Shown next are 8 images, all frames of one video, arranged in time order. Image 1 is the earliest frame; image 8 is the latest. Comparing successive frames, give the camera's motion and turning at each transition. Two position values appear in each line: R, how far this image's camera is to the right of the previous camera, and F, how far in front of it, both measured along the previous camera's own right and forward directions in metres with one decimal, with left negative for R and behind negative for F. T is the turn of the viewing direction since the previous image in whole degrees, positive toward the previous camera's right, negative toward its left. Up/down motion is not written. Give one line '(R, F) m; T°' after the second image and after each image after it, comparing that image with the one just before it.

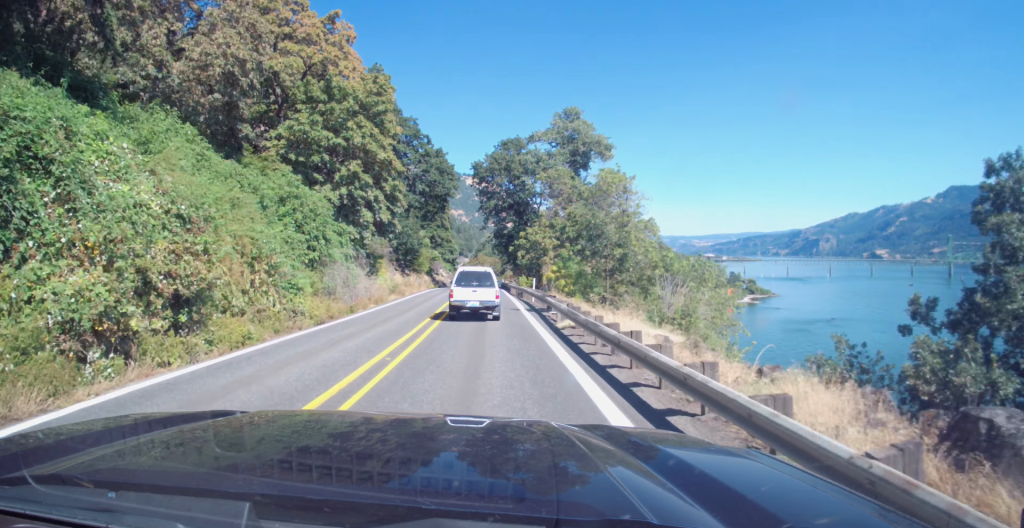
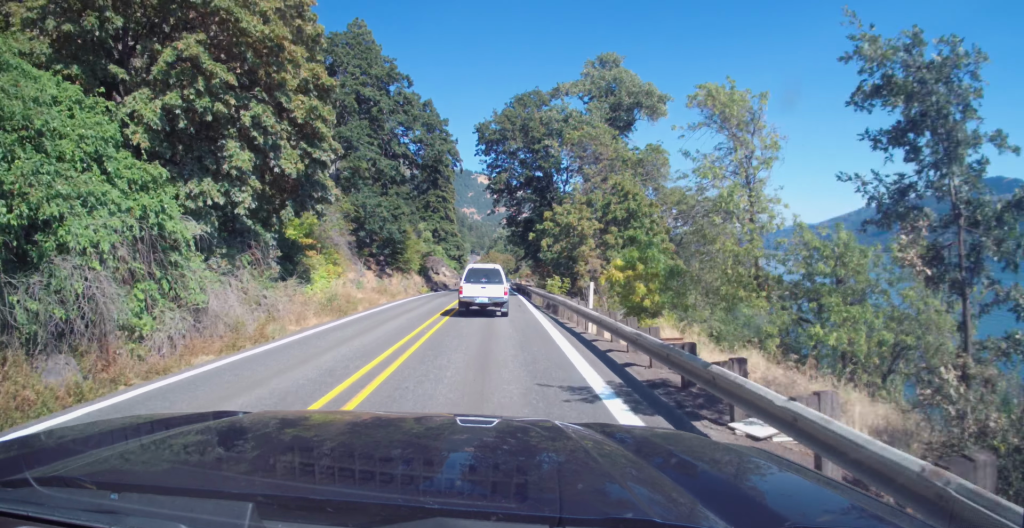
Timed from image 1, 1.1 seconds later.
(-0.1, +19.2) m; 0°
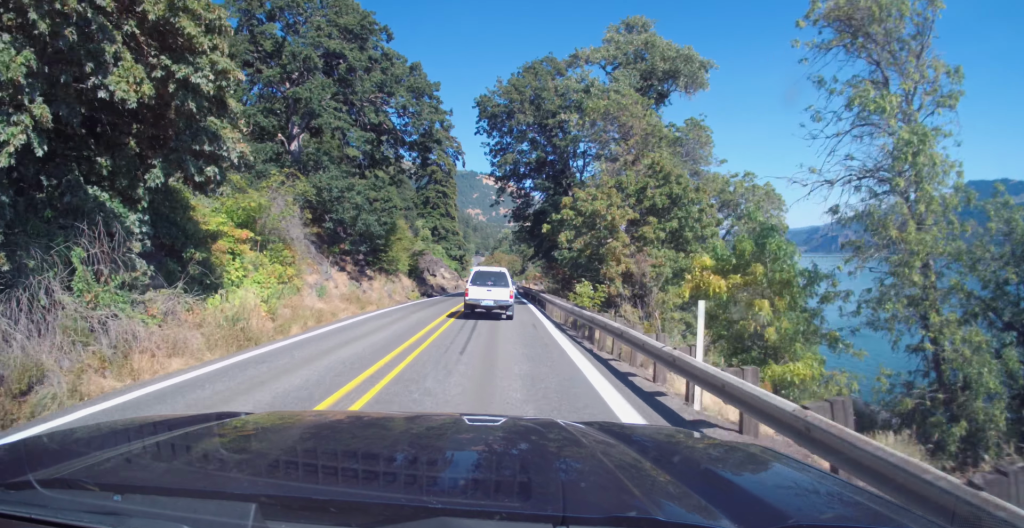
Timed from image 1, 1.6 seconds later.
(0.0, +9.7) m; 0°
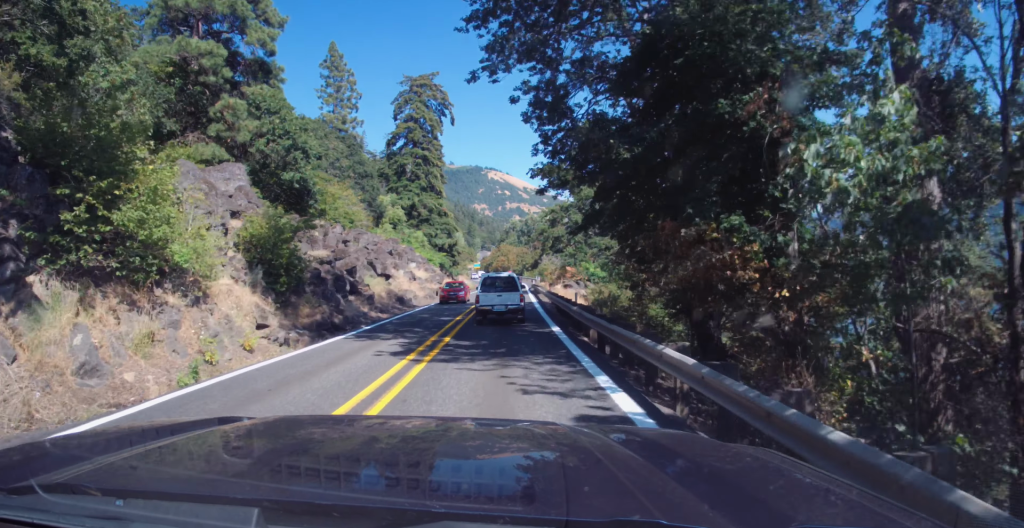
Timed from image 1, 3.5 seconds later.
(-0.1, +33.7) m; -1°
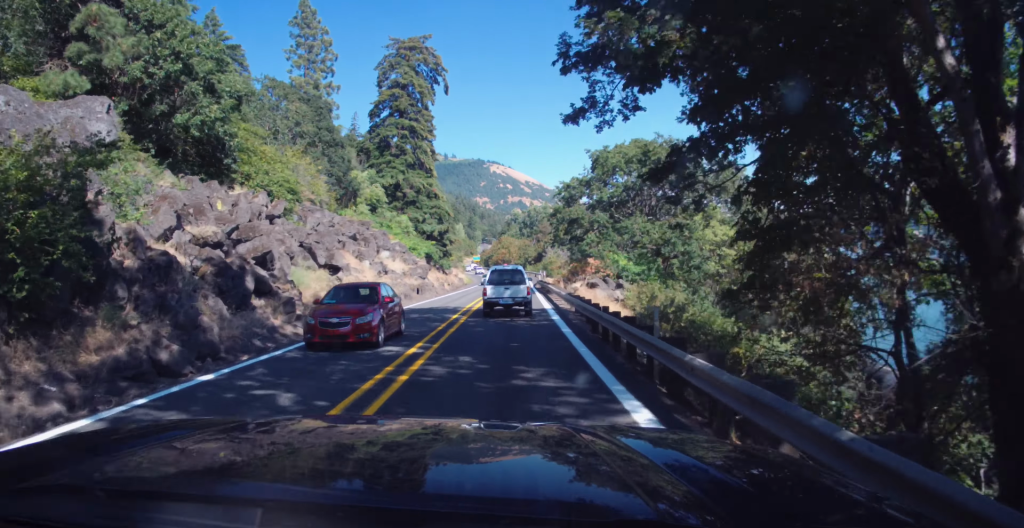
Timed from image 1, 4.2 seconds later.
(+0.1, +12.9) m; -1°
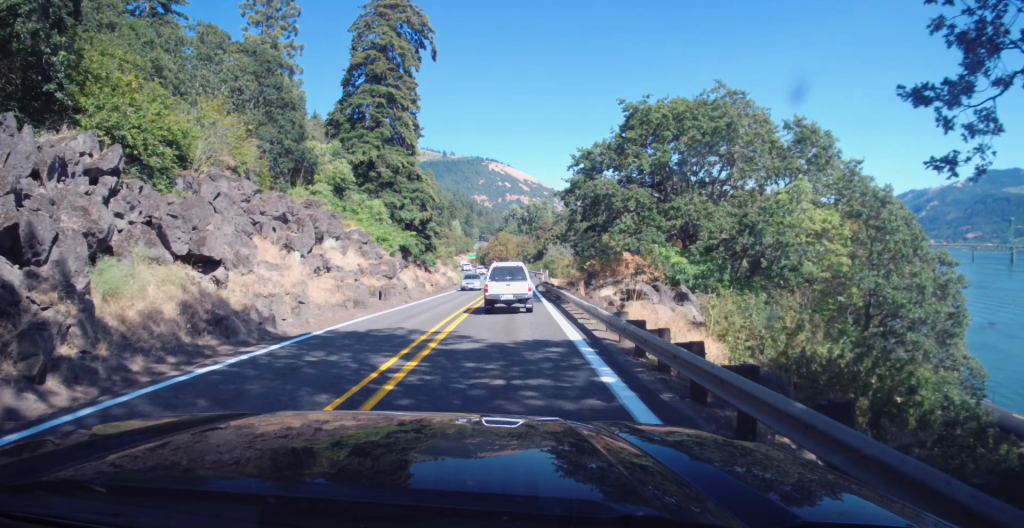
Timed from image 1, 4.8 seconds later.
(-0.3, +12.6) m; 0°
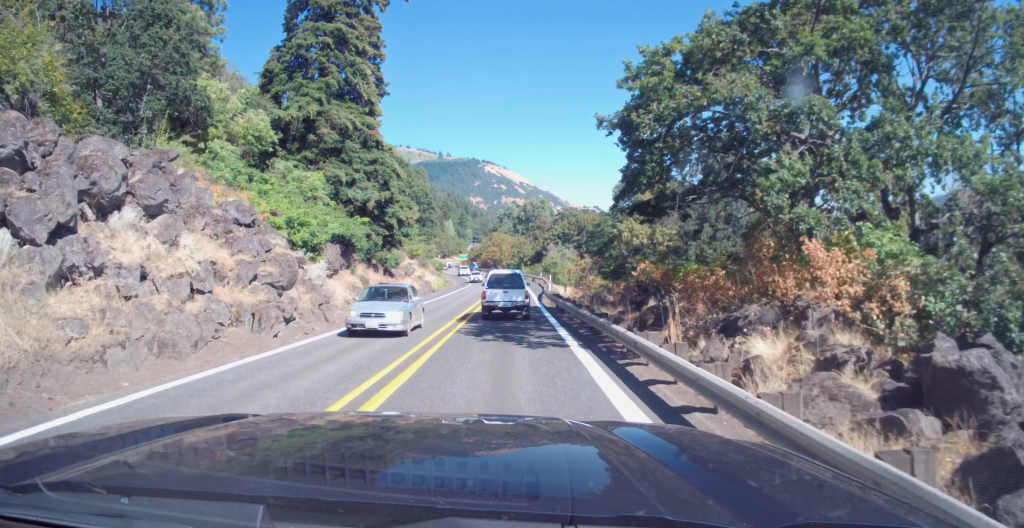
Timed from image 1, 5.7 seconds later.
(+0.1, +15.9) m; +1°
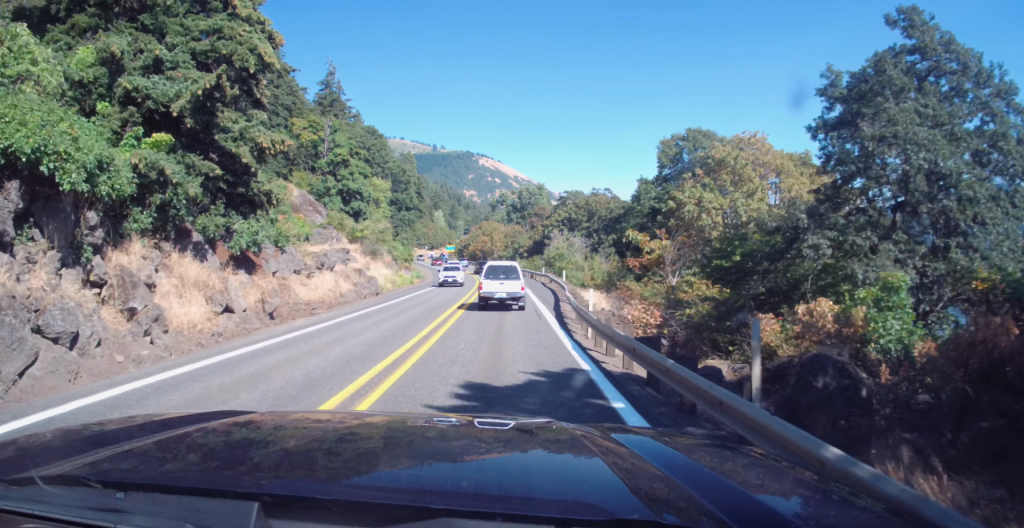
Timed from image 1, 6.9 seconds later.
(+0.2, +22.8) m; +2°
